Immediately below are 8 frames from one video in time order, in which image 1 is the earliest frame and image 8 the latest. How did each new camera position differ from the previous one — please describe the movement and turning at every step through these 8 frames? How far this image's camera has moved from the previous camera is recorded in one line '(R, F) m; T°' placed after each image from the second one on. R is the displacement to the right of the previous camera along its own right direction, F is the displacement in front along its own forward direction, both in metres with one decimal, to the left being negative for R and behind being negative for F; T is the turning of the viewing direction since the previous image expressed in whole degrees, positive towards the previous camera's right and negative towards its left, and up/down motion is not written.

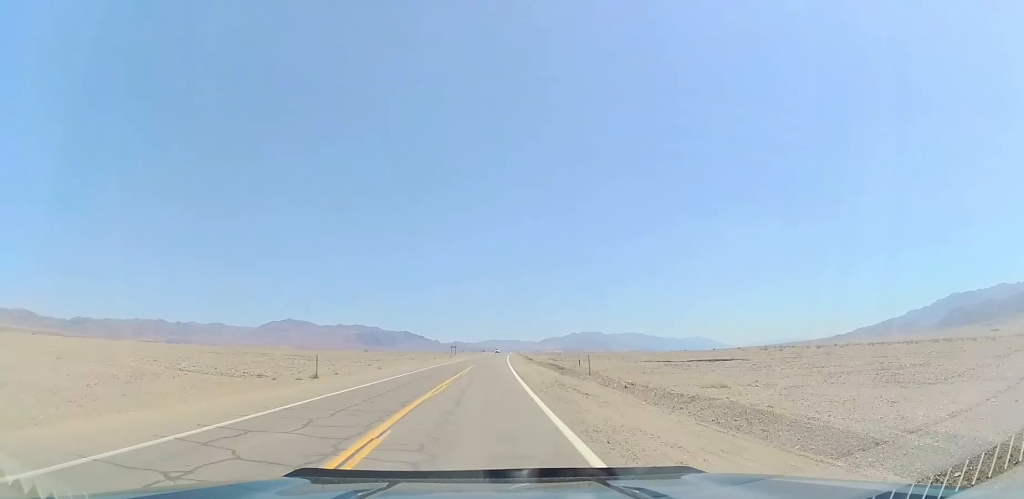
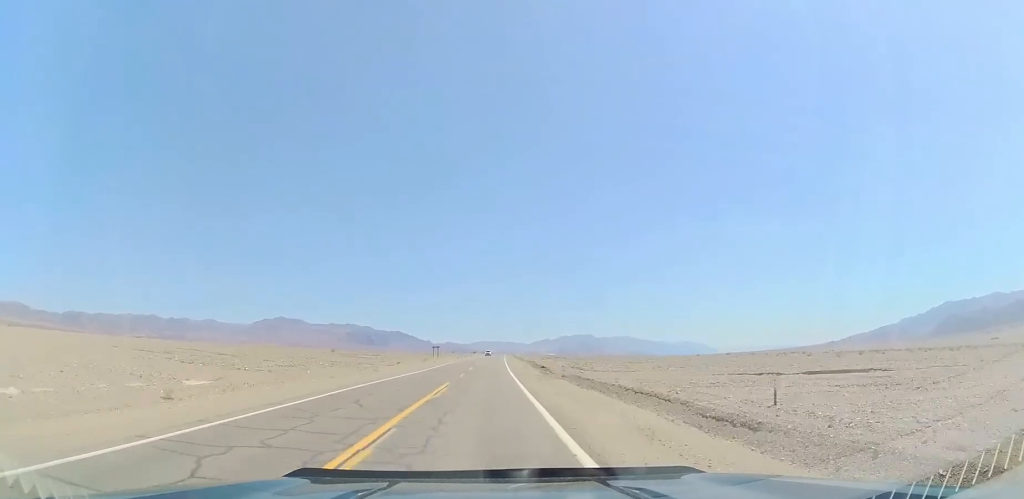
(+0.2, +30.0) m; 0°
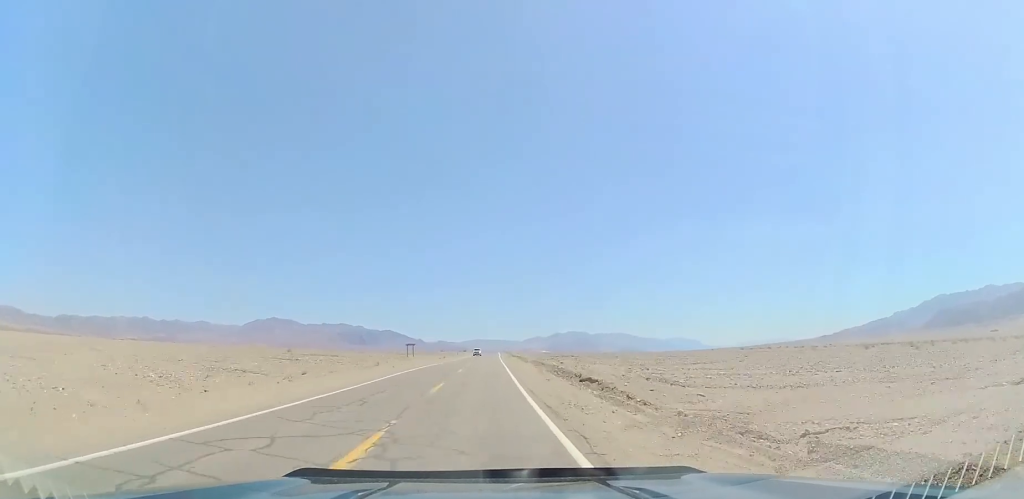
(0.0, +29.9) m; 0°
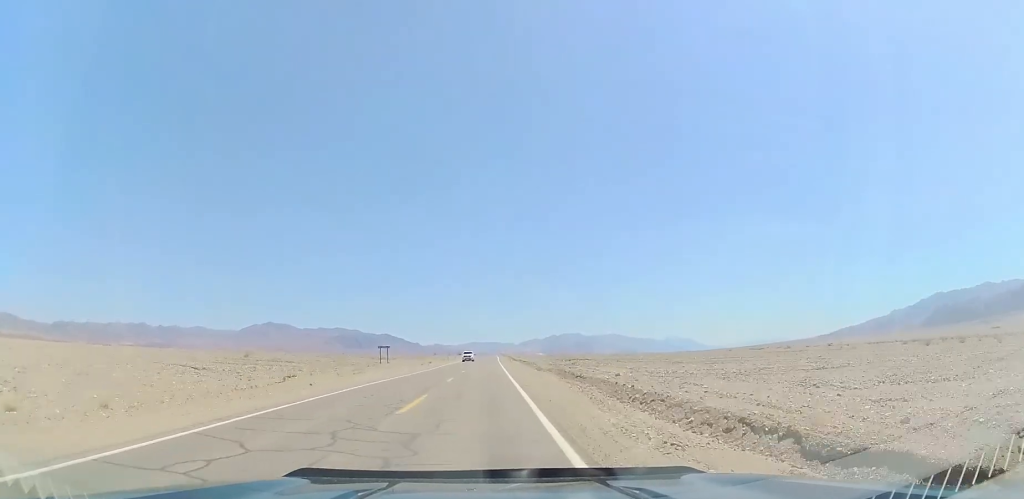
(0.0, +21.6) m; 0°
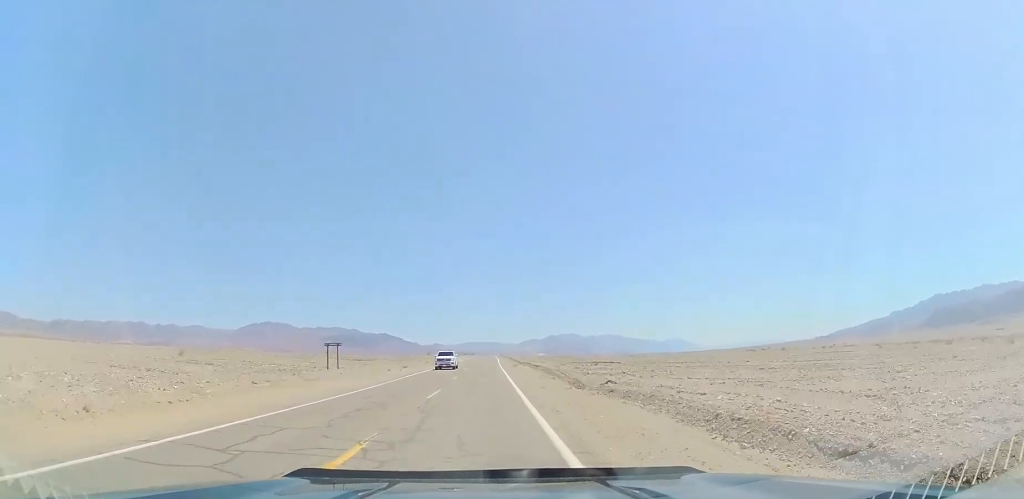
(0.0, +23.6) m; 0°
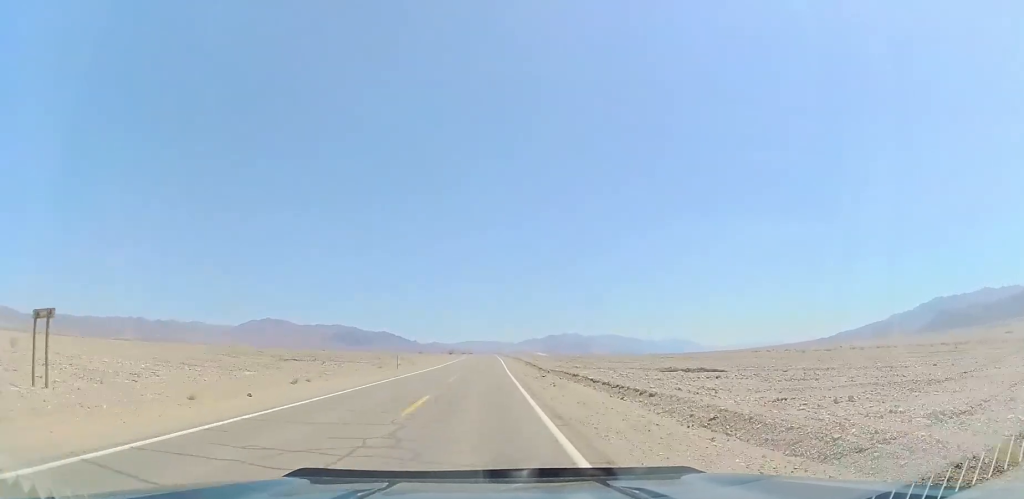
(+0.3, +35.6) m; +1°
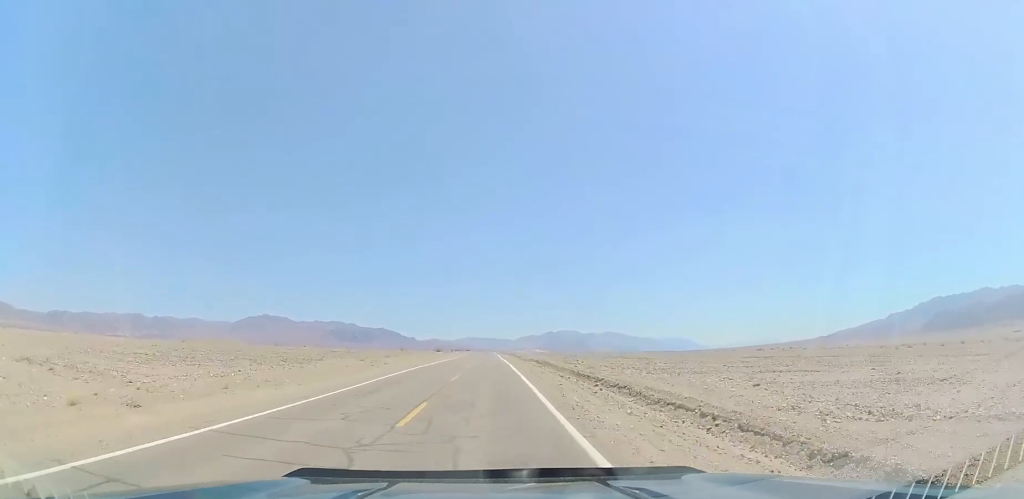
(+0.4, +47.5) m; 0°
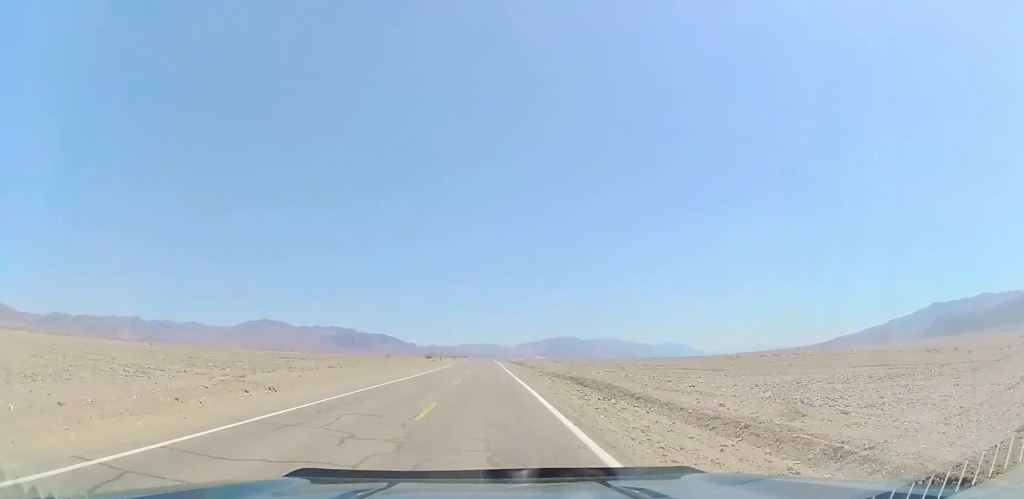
(0.0, +27.1) m; 0°
